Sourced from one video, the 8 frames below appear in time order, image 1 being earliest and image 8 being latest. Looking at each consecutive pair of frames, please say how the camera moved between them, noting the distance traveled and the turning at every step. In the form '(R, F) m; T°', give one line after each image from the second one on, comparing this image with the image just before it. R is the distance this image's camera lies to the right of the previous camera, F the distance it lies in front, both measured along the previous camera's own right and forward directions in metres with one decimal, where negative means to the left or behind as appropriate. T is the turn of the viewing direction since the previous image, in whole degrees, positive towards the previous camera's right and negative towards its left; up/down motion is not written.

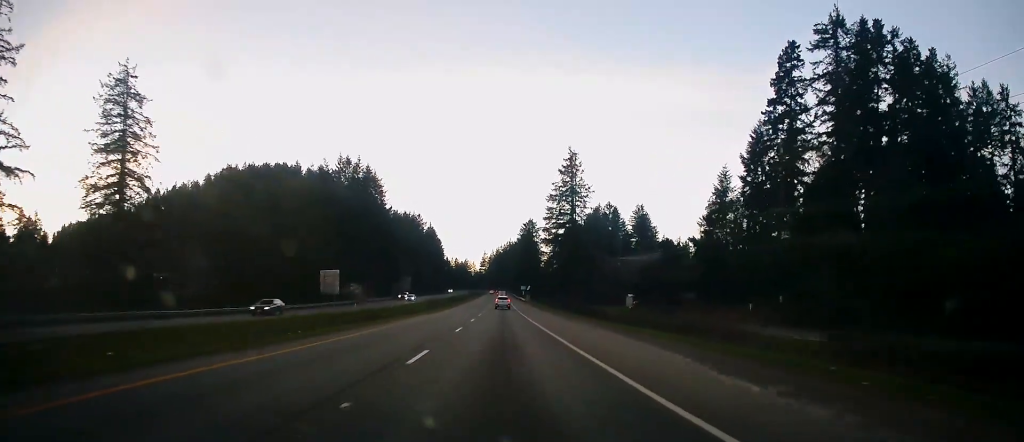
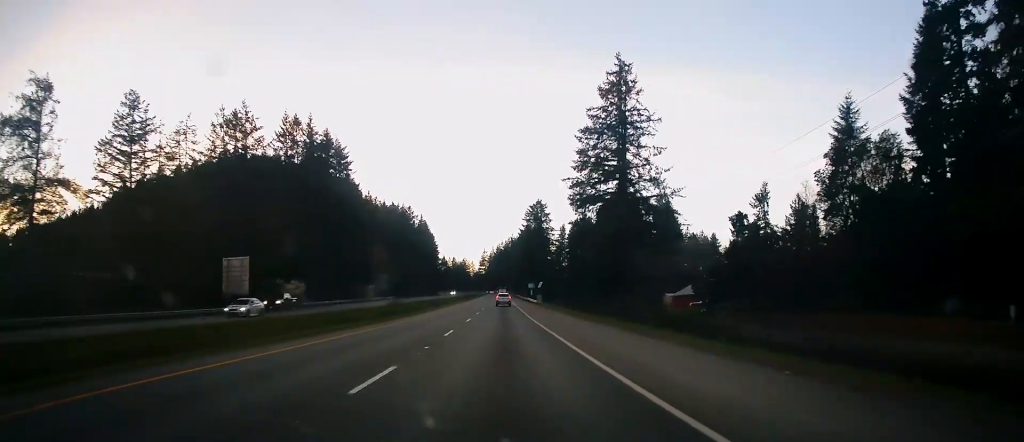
(-0.5, +40.2) m; -1°
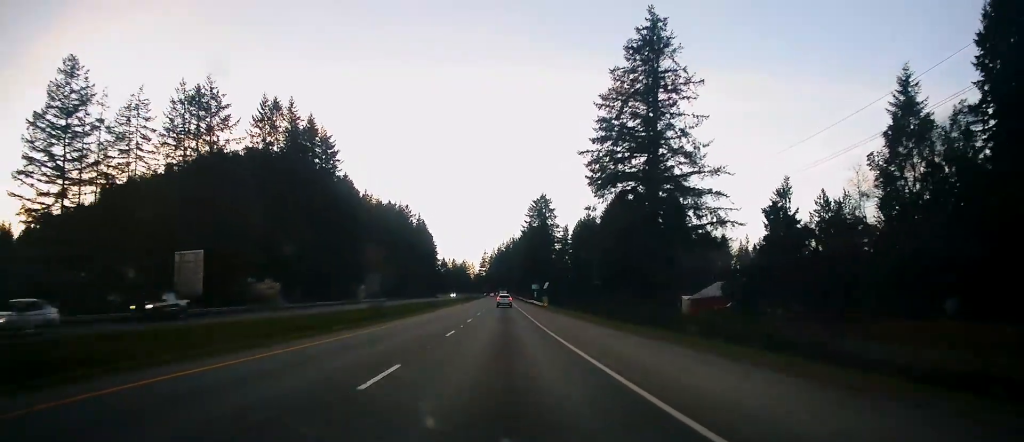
(0.0, +11.7) m; 0°
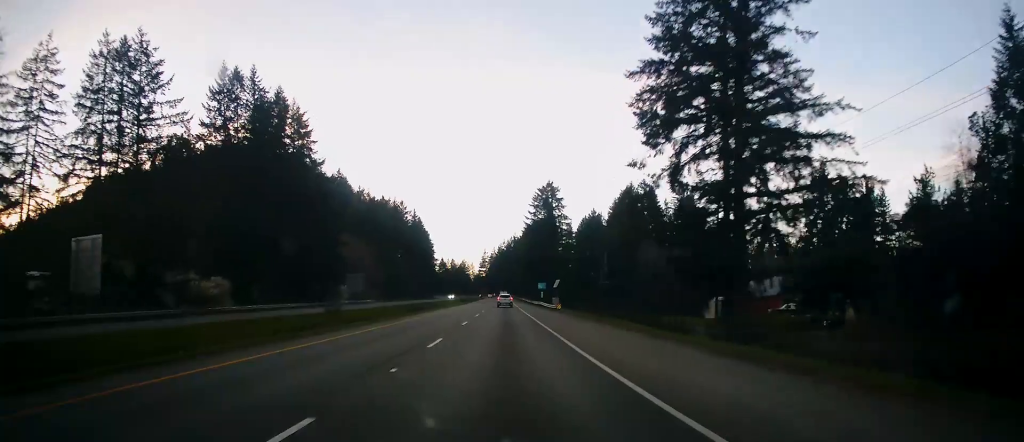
(0.0, +17.2) m; 0°
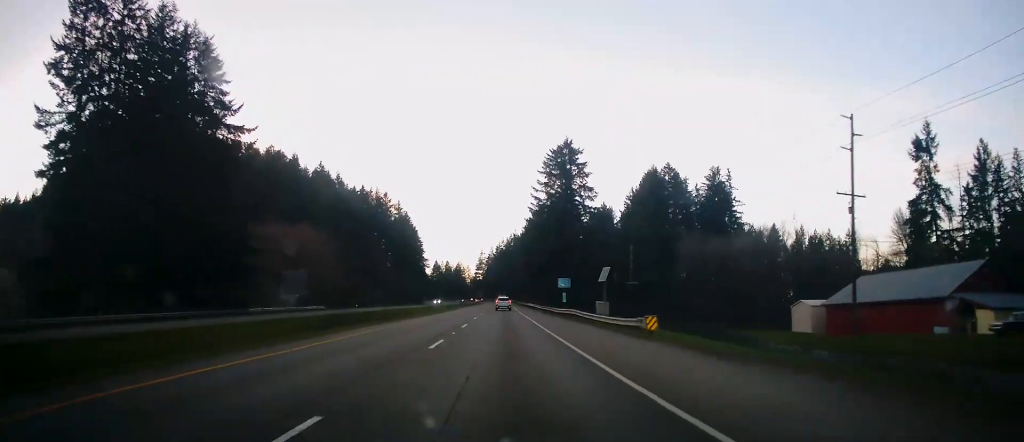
(0.0, +36.4) m; 0°
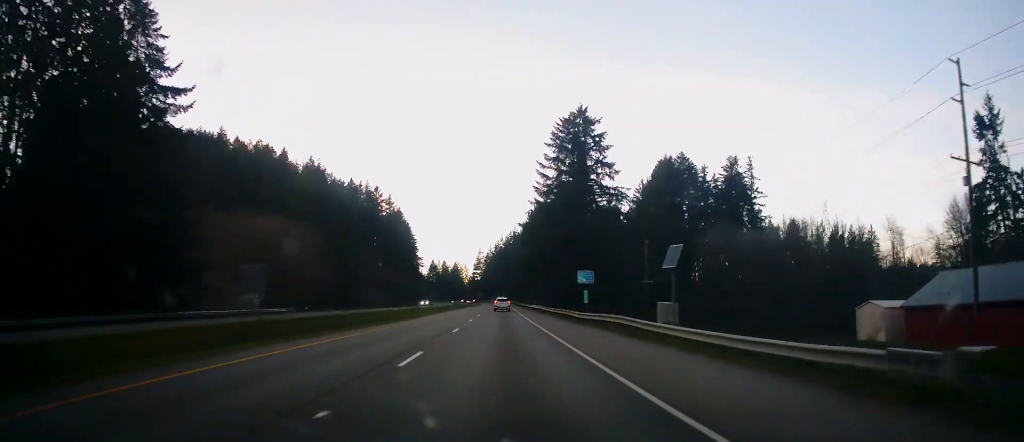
(0.0, +16.4) m; 0°
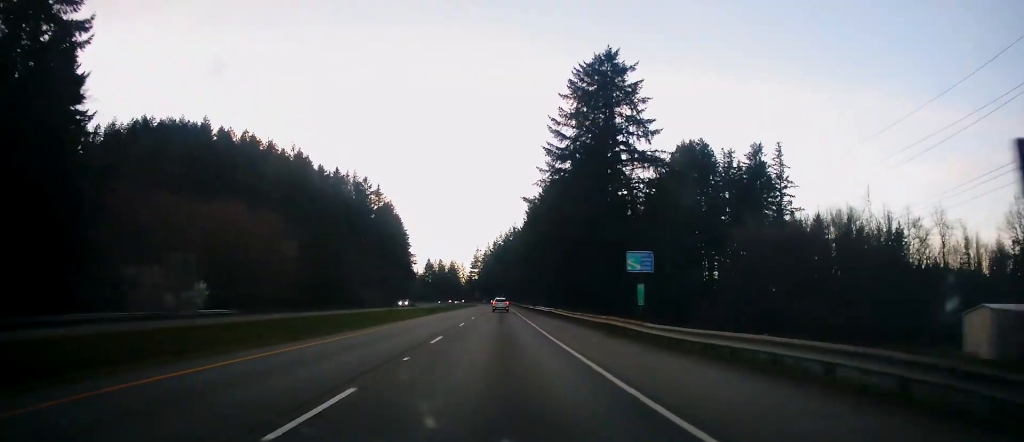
(0.0, +18.3) m; 0°
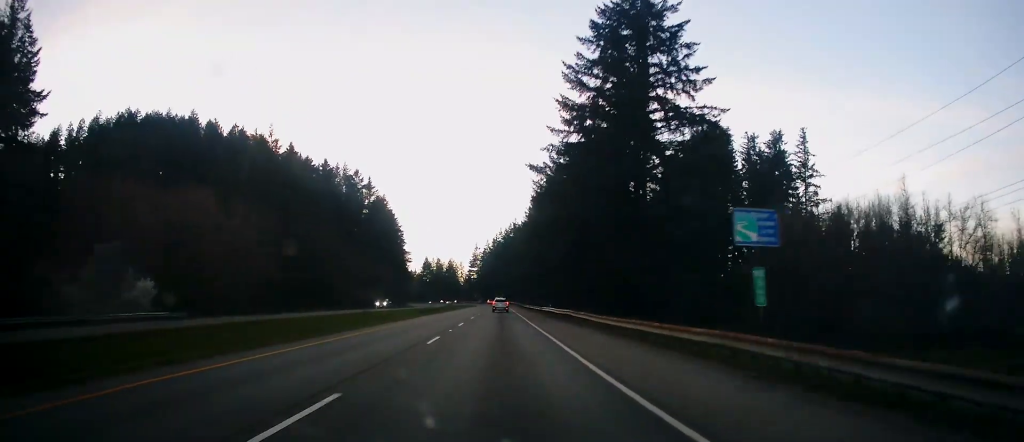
(0.0, +12.8) m; 0°
